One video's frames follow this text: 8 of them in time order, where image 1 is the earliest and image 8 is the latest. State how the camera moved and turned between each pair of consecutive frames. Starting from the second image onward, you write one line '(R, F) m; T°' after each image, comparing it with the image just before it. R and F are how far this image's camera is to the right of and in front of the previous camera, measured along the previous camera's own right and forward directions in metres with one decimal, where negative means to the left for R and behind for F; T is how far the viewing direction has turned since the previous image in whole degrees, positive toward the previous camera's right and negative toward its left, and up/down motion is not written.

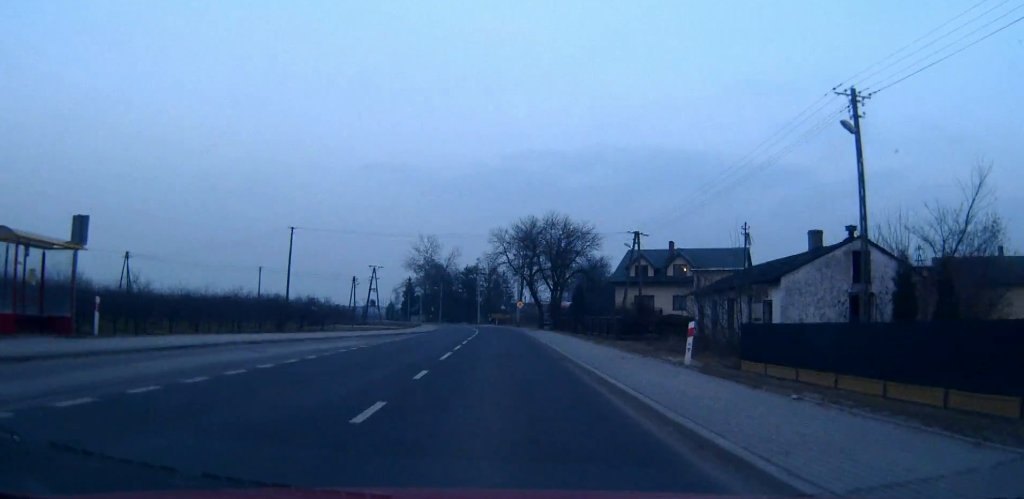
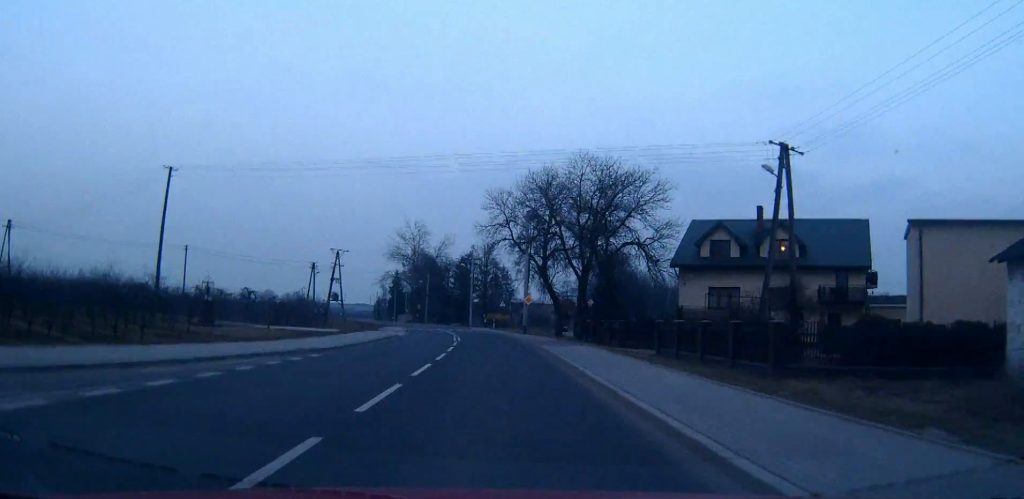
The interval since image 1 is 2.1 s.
(0.0, +28.9) m; 0°
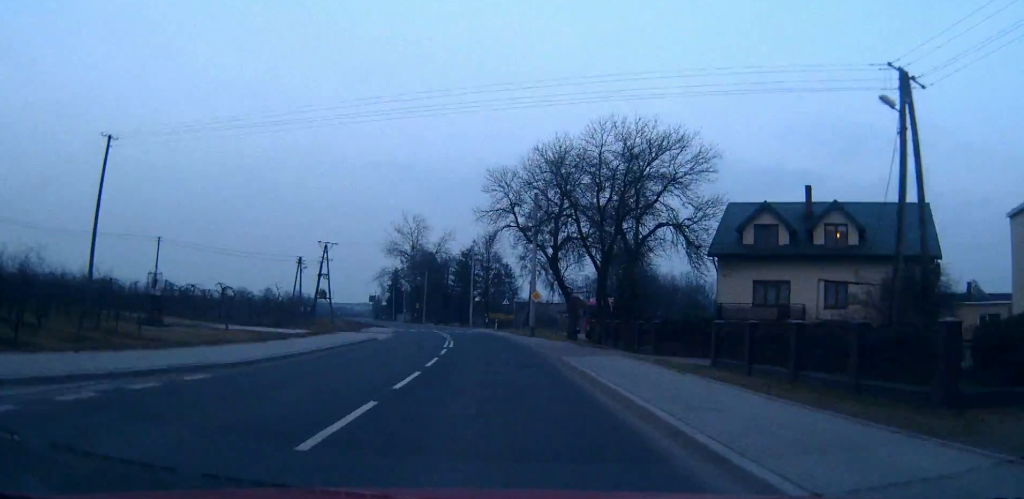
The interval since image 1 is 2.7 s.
(0.0, +8.7) m; 0°
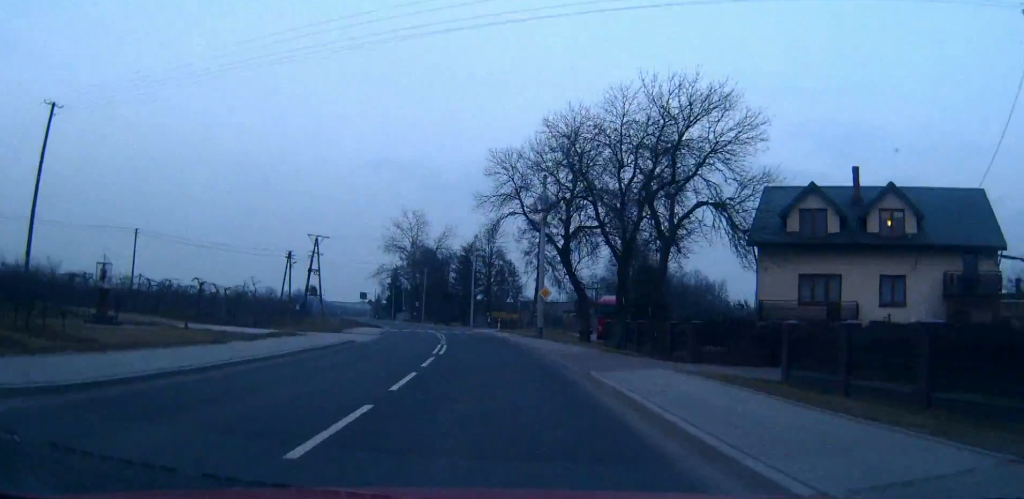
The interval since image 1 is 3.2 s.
(0.0, +6.4) m; 0°
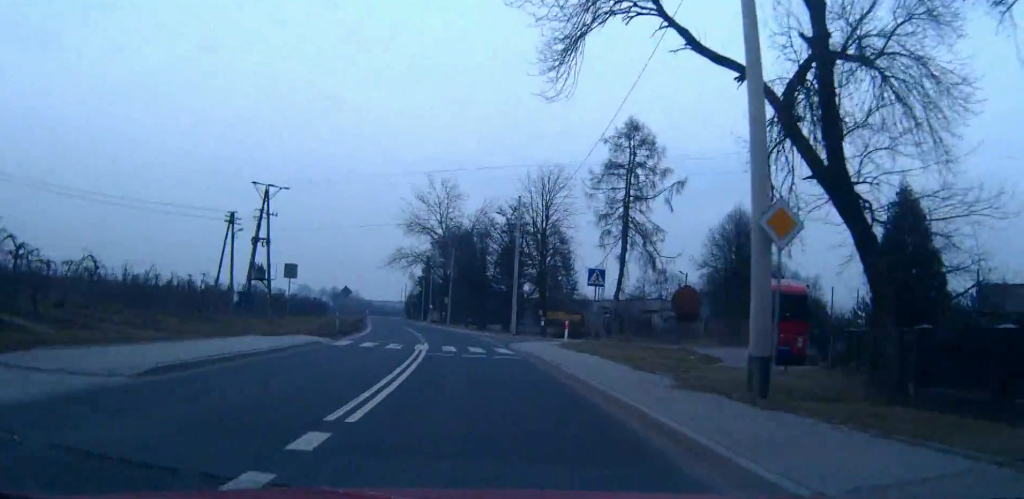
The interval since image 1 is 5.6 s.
(-0.8, +33.0) m; -3°
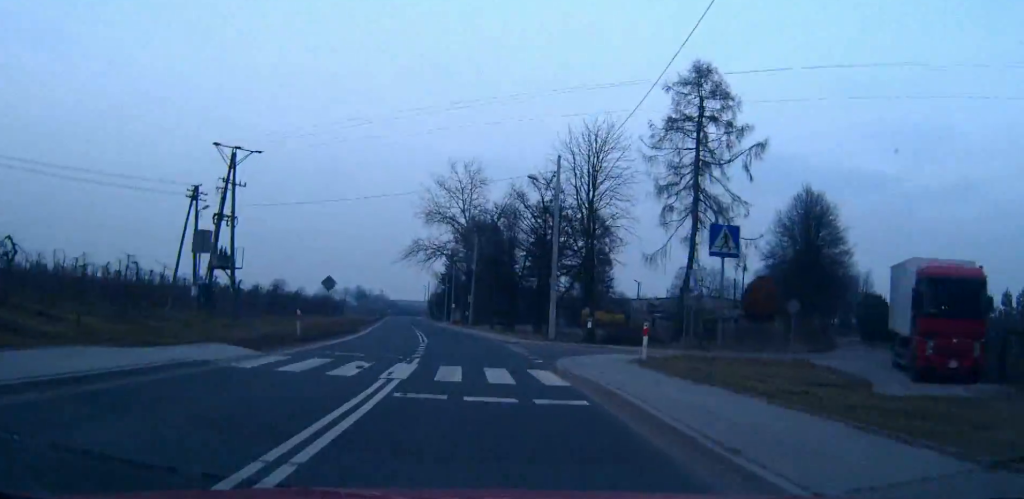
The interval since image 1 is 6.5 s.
(-0.2, +12.4) m; -2°
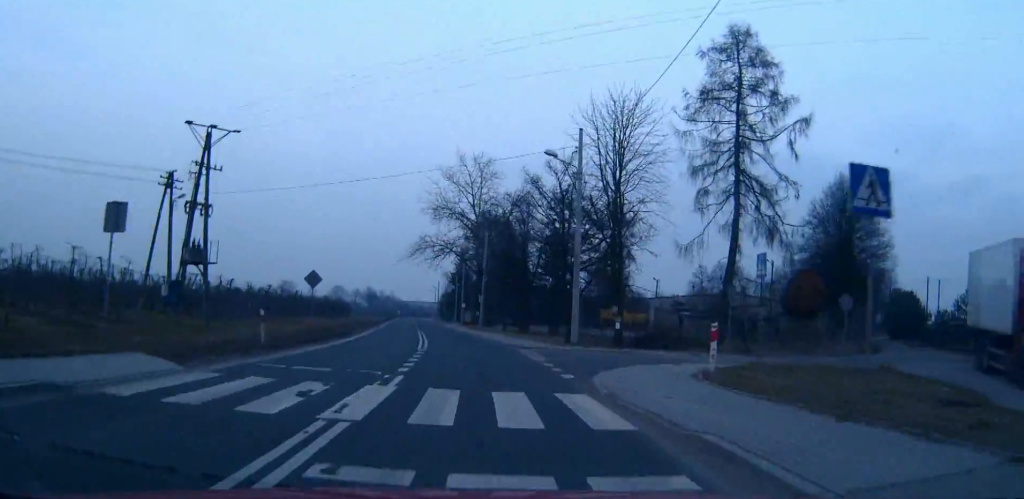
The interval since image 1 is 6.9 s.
(0.0, +5.5) m; -1°
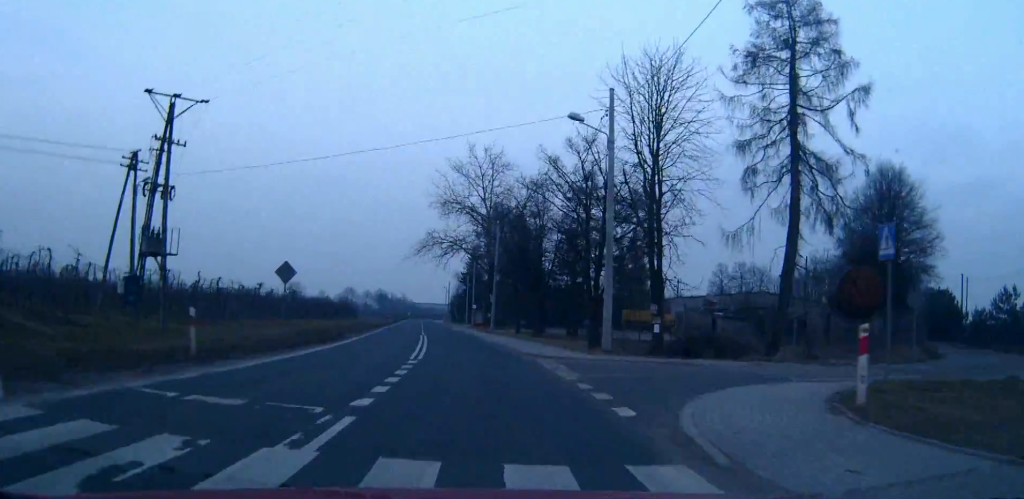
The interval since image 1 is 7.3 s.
(-0.1, +6.0) m; -1°
